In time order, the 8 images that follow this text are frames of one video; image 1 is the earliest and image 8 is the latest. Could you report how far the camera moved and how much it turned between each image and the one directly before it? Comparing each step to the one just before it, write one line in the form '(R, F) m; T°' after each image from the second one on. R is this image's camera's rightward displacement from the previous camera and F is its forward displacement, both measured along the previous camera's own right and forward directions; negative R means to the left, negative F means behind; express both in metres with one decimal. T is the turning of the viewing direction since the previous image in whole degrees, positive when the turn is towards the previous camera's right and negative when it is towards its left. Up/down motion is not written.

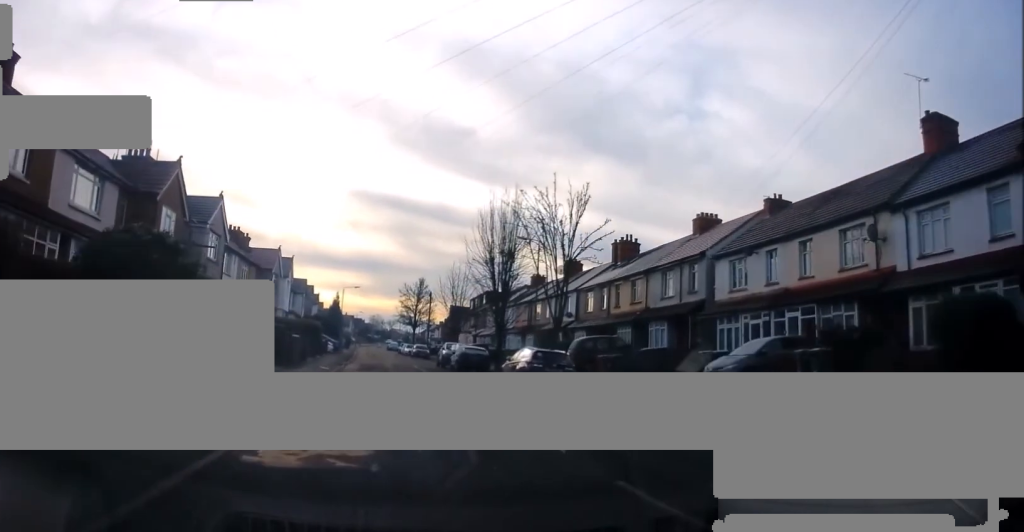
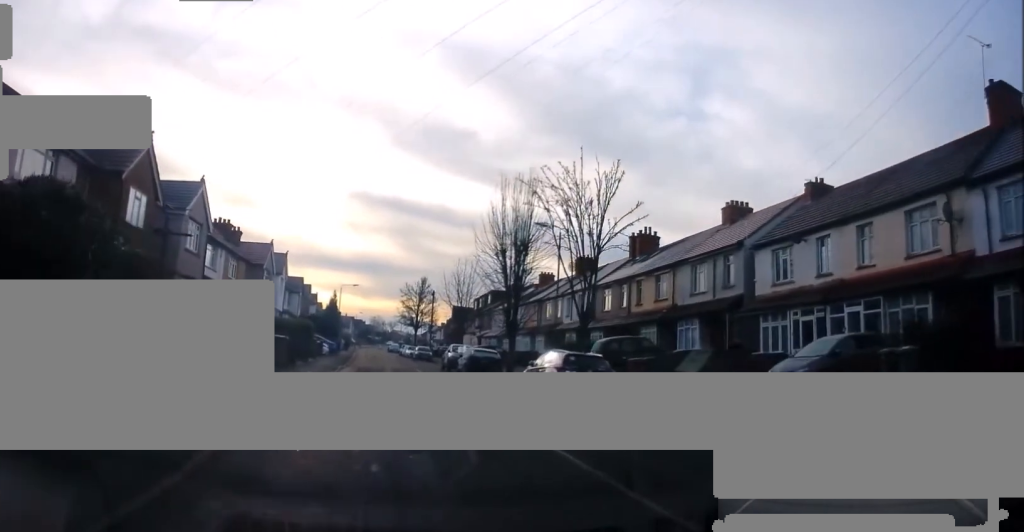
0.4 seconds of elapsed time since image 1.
(0.0, +3.6) m; +1°
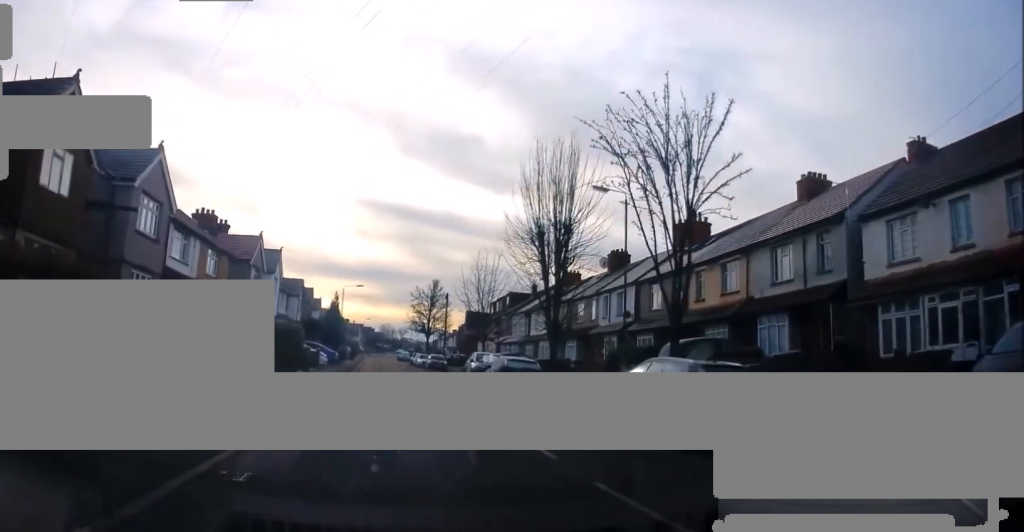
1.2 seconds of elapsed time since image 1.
(+0.1, +6.8) m; 0°
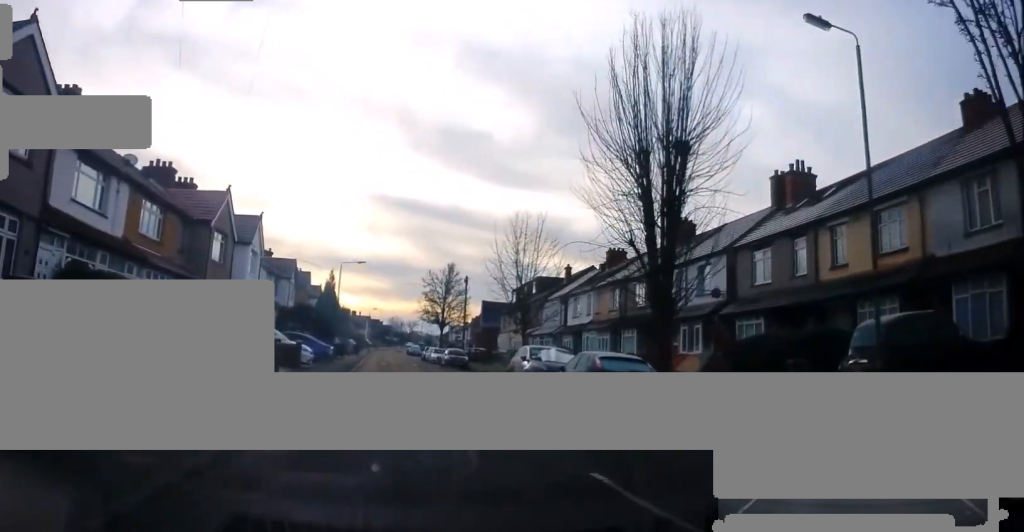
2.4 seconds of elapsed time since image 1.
(-0.2, +10.9) m; -1°
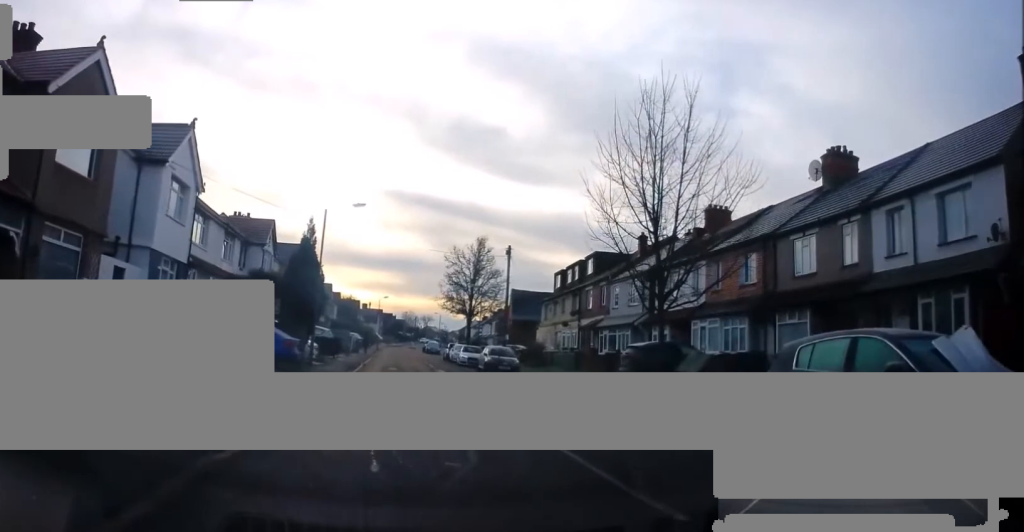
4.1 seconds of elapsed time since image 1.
(-0.3, +15.2) m; -3°
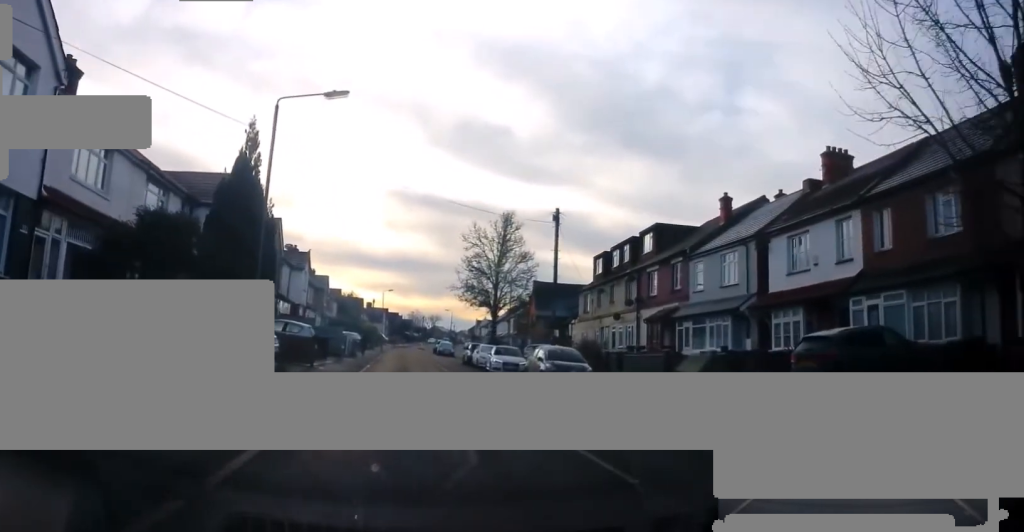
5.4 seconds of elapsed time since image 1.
(-0.2, +11.1) m; -1°
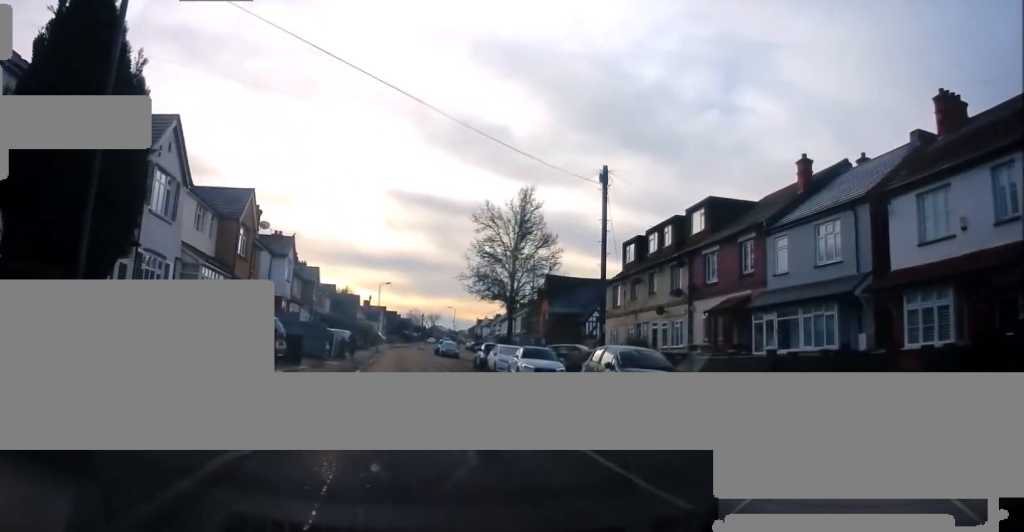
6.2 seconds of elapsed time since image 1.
(0.0, +7.5) m; +2°
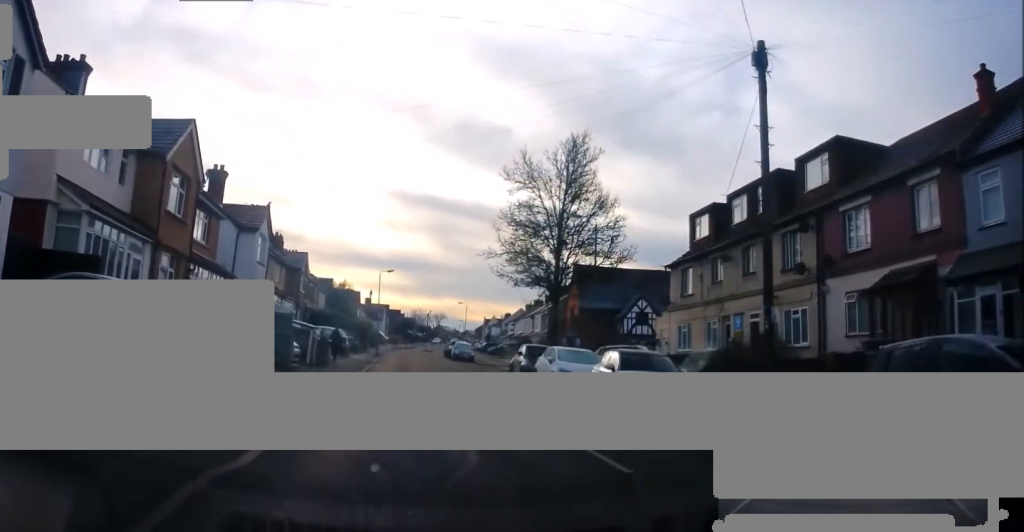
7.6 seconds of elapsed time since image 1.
(+0.3, +10.9) m; 0°
